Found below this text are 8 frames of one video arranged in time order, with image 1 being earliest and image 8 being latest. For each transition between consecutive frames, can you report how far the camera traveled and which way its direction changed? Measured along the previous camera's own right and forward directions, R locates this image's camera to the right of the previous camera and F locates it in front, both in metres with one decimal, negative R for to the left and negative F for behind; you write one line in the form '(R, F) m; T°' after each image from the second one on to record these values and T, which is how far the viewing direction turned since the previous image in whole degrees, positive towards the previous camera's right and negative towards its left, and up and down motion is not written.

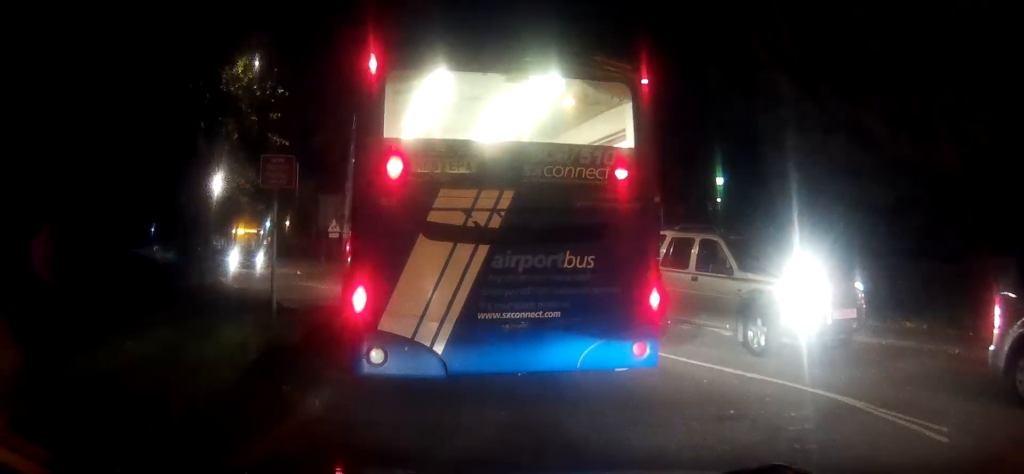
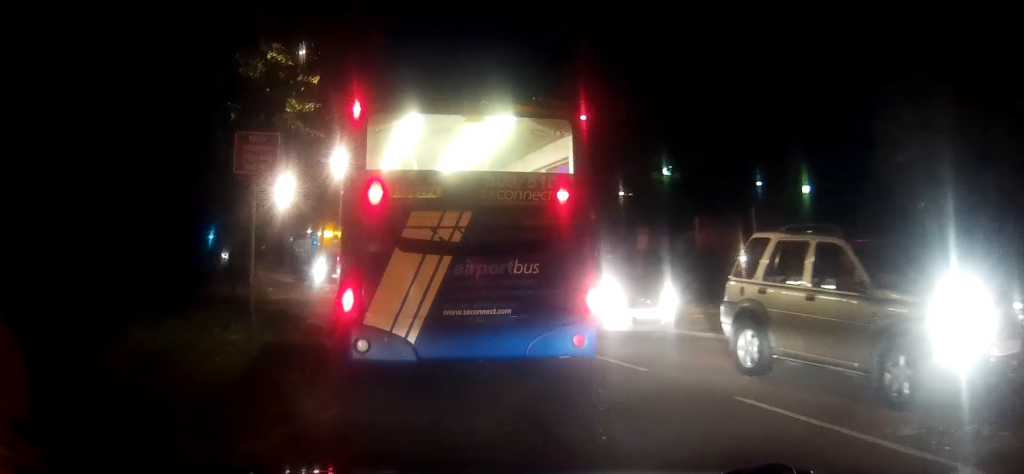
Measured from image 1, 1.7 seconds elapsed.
(0.0, +2.1) m; -4°
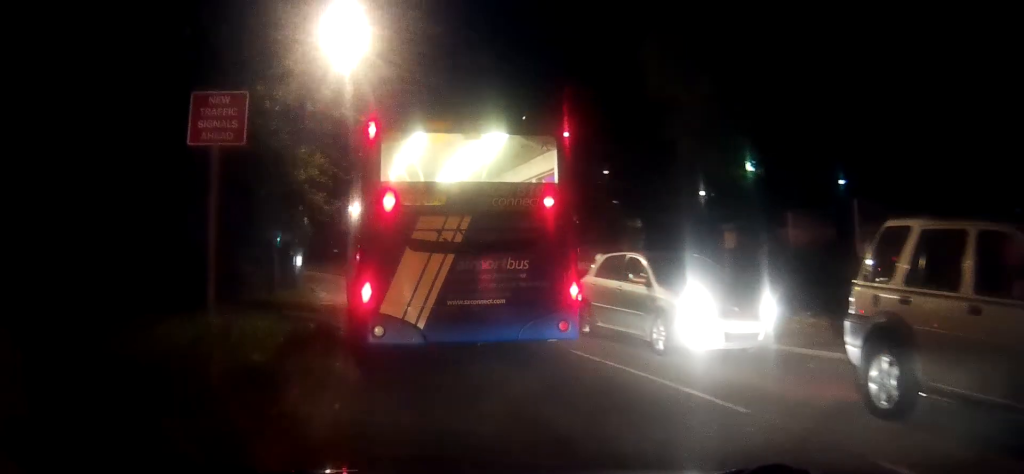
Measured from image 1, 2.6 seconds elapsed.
(-0.1, +1.7) m; -9°
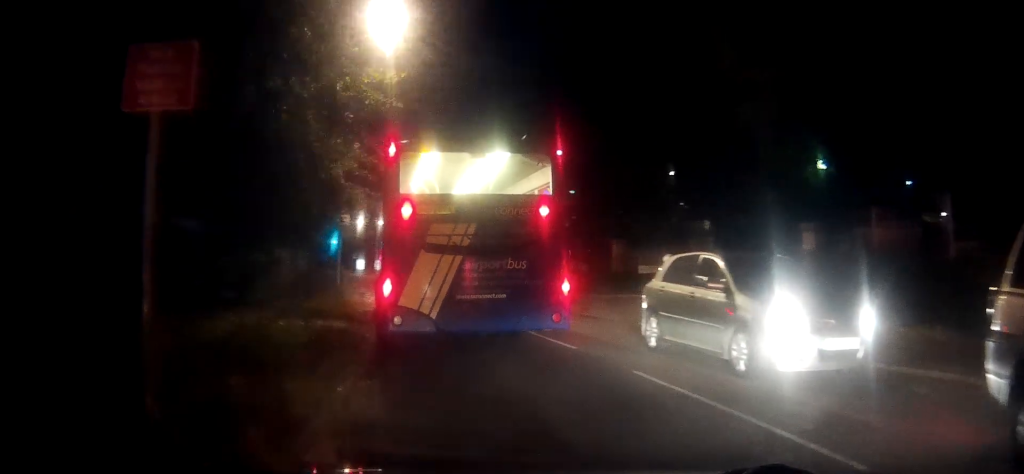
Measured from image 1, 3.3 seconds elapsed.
(0.0, +1.5) m; -7°
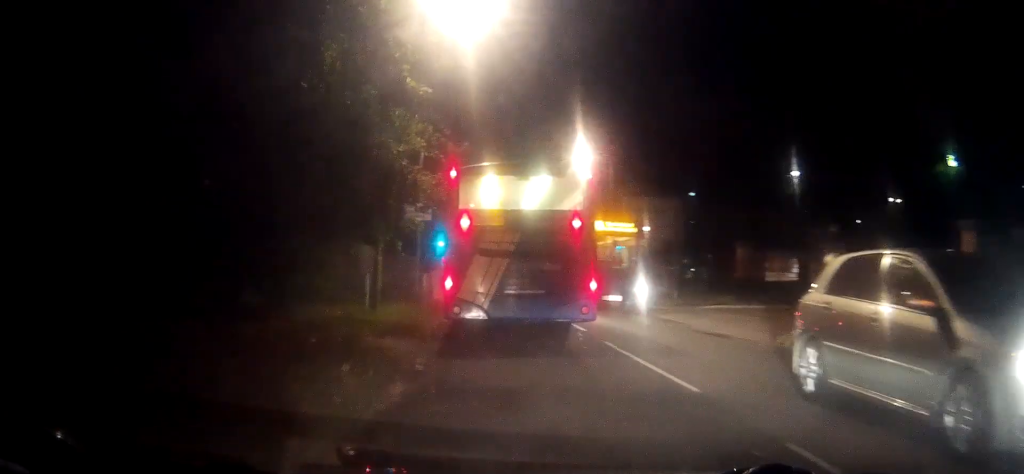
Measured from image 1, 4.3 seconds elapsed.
(-0.3, +2.7) m; -10°
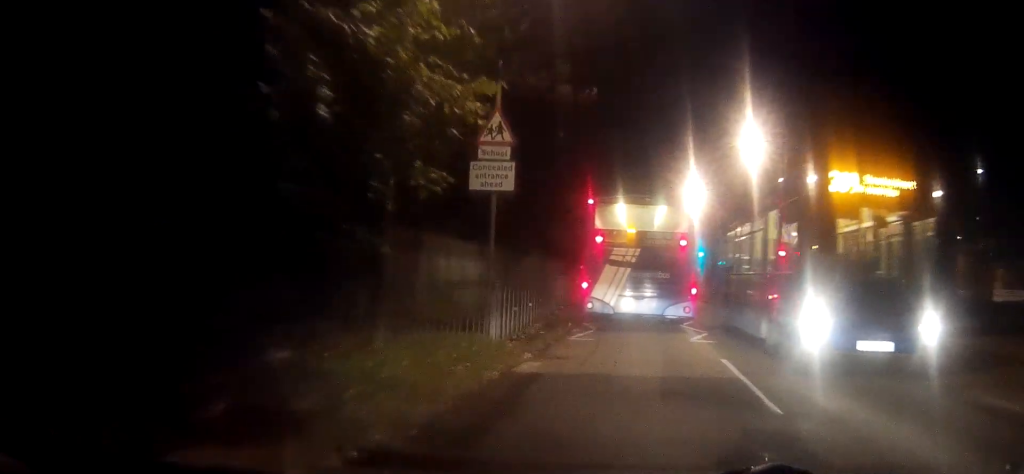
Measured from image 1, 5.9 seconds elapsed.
(-0.7, +6.1) m; -9°
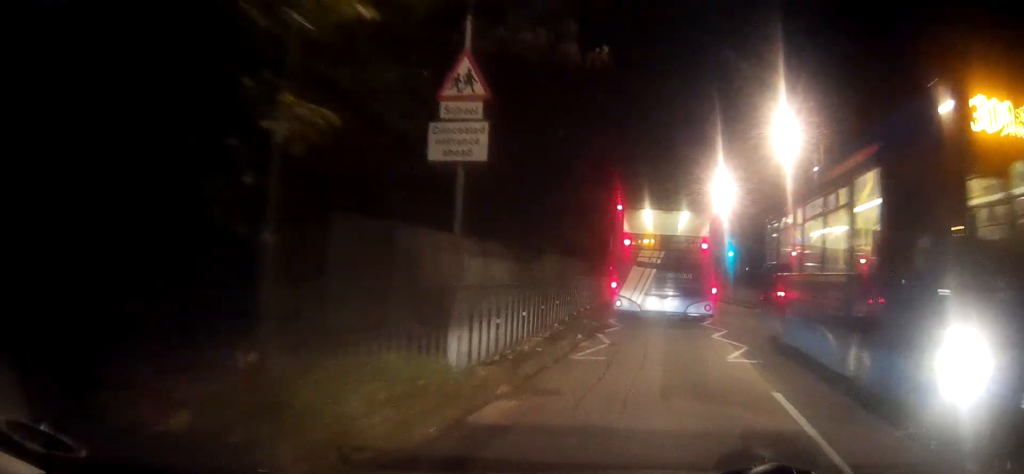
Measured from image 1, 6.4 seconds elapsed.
(0.0, +2.7) m; 0°
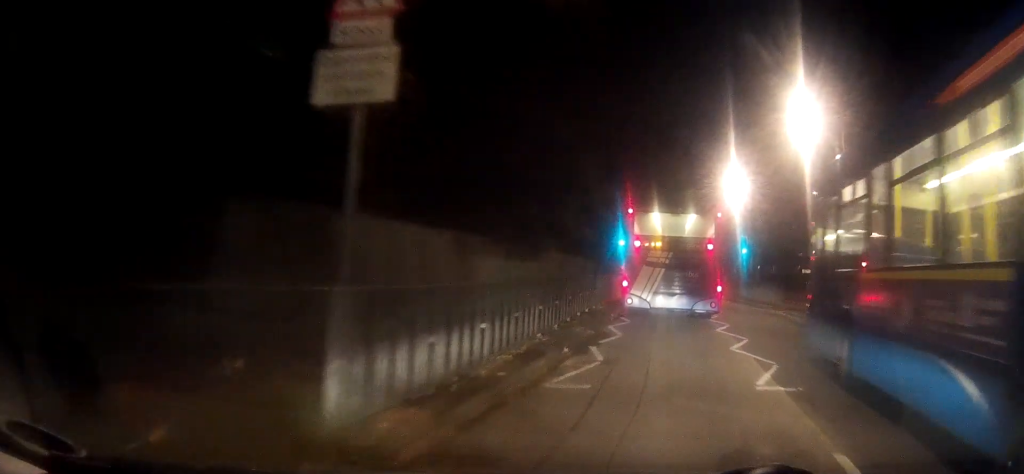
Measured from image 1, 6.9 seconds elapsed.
(0.0, +2.7) m; +1°
